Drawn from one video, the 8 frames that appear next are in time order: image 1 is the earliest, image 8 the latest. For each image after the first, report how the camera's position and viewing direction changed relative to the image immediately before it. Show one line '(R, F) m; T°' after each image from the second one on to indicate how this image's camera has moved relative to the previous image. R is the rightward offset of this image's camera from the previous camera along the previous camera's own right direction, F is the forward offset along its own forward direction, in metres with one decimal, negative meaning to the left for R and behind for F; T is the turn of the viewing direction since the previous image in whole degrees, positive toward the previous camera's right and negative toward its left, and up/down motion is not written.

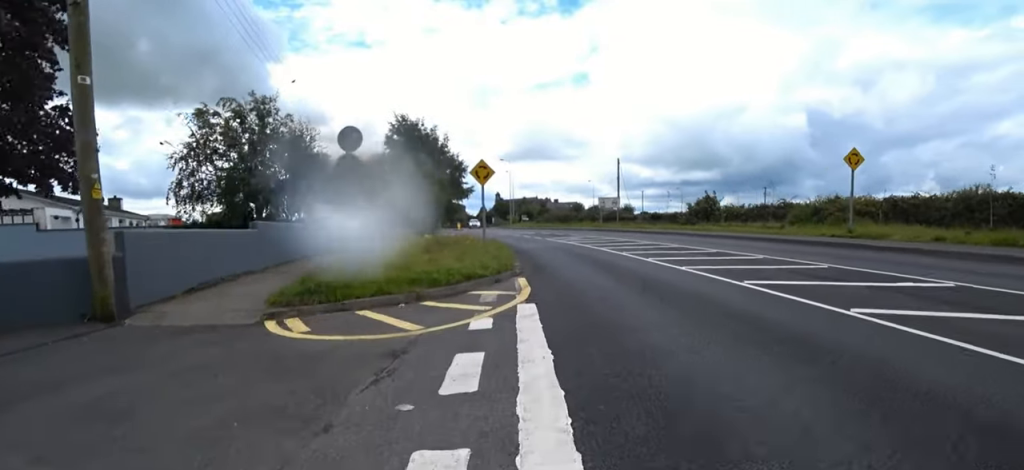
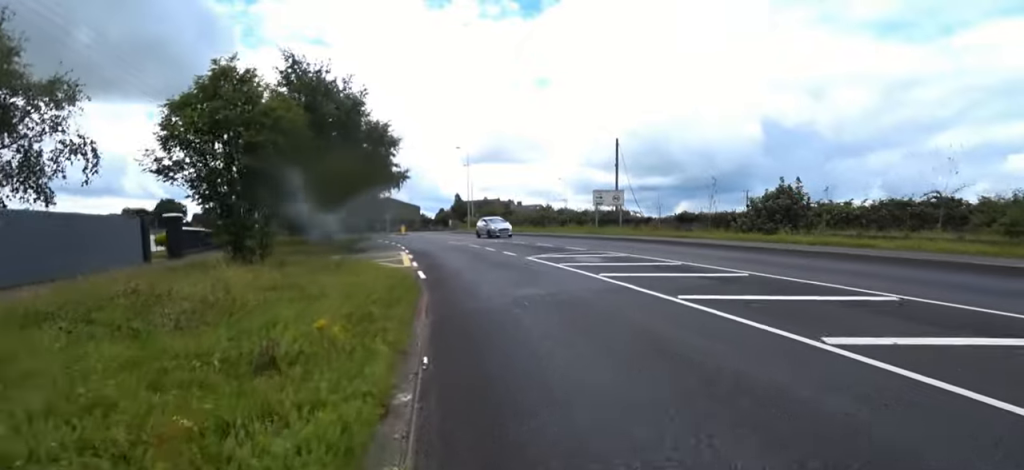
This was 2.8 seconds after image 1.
(+1.6, +12.6) m; +14°
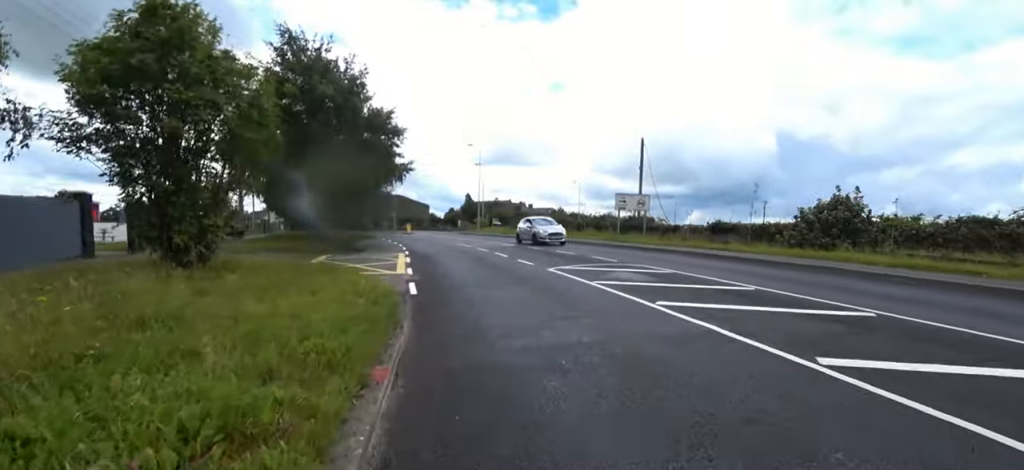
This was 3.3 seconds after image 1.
(+0.2, +2.4) m; -6°
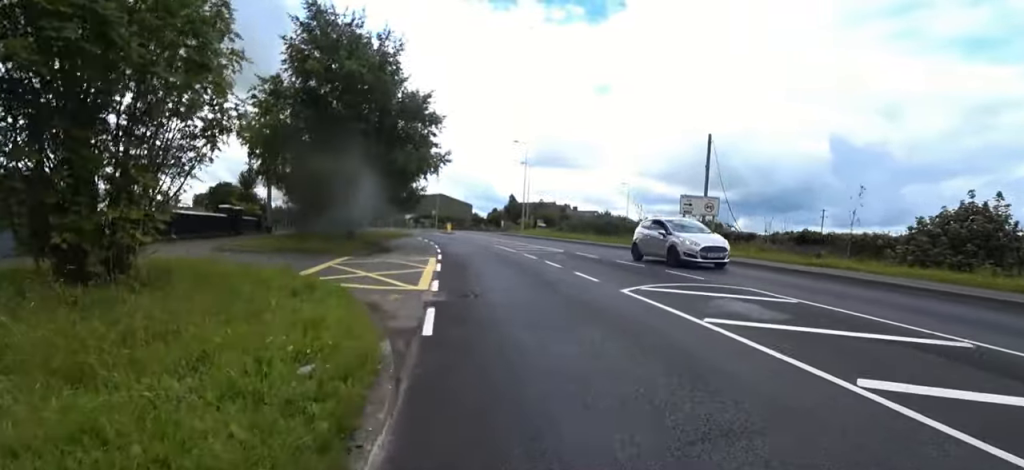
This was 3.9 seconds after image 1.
(-0.7, +3.1) m; -15°
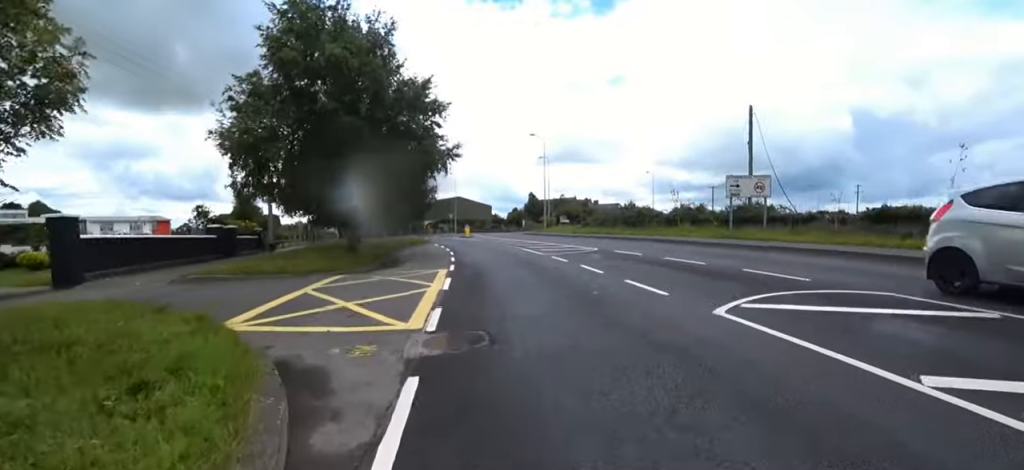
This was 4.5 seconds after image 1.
(-0.4, +3.1) m; -5°
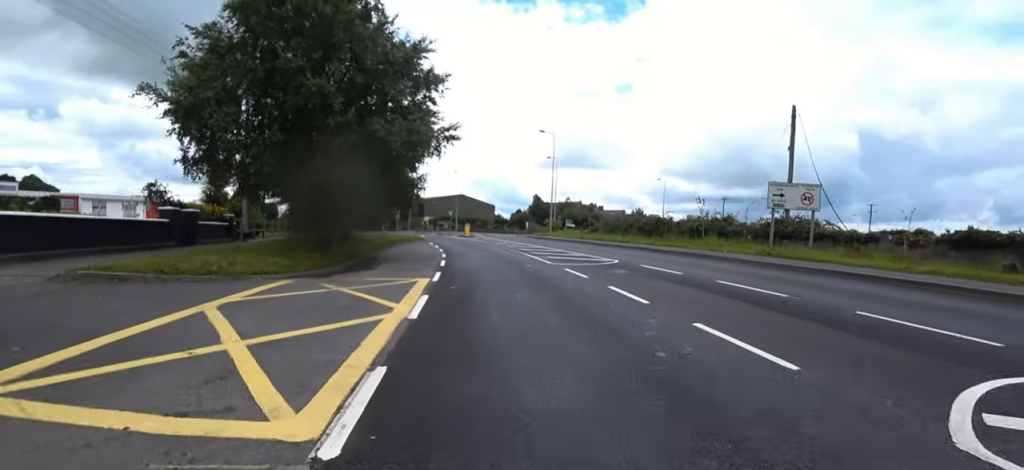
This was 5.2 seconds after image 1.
(-0.4, +3.5) m; 0°
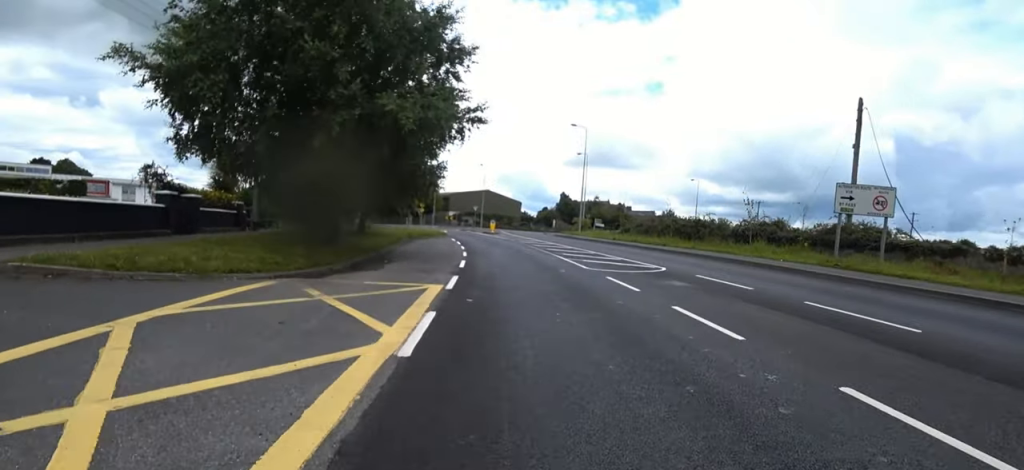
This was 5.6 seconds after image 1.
(+0.3, +2.0) m; +1°
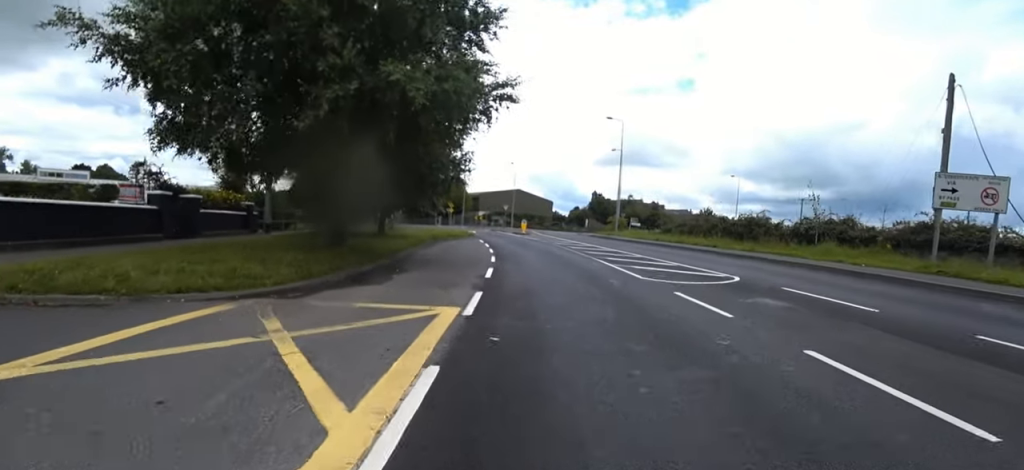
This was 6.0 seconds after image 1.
(+0.3, +2.2) m; +1°
